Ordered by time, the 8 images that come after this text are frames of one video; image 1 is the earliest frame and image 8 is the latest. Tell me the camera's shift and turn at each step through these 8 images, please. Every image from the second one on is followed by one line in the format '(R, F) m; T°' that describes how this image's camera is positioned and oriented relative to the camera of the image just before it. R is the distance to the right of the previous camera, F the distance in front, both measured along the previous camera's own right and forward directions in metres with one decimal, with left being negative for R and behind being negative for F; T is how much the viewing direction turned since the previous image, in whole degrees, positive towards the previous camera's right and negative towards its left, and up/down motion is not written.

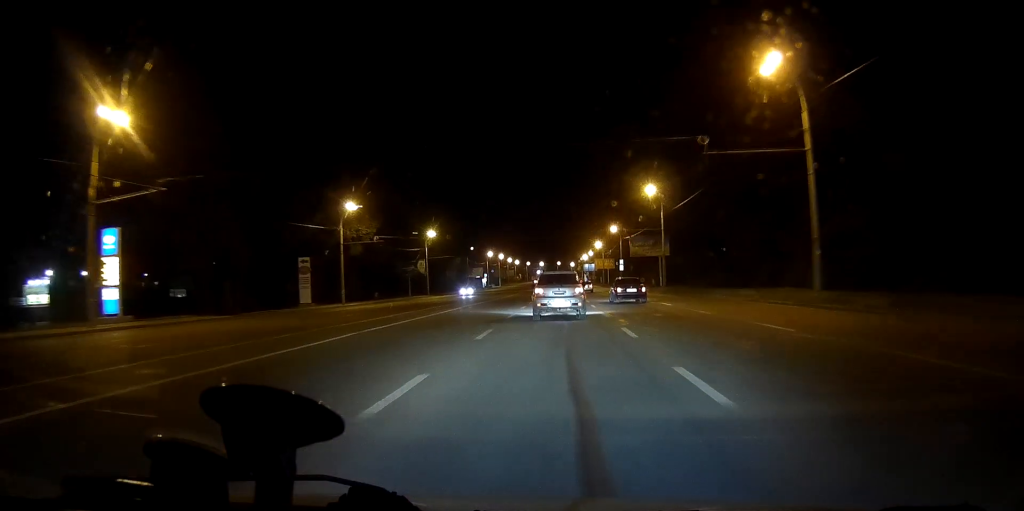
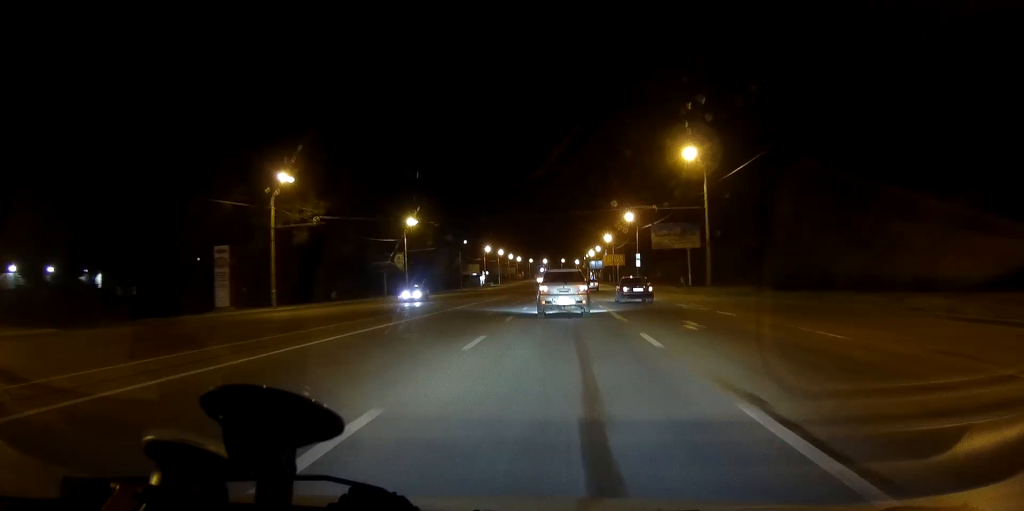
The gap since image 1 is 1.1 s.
(0.0, +21.1) m; 0°
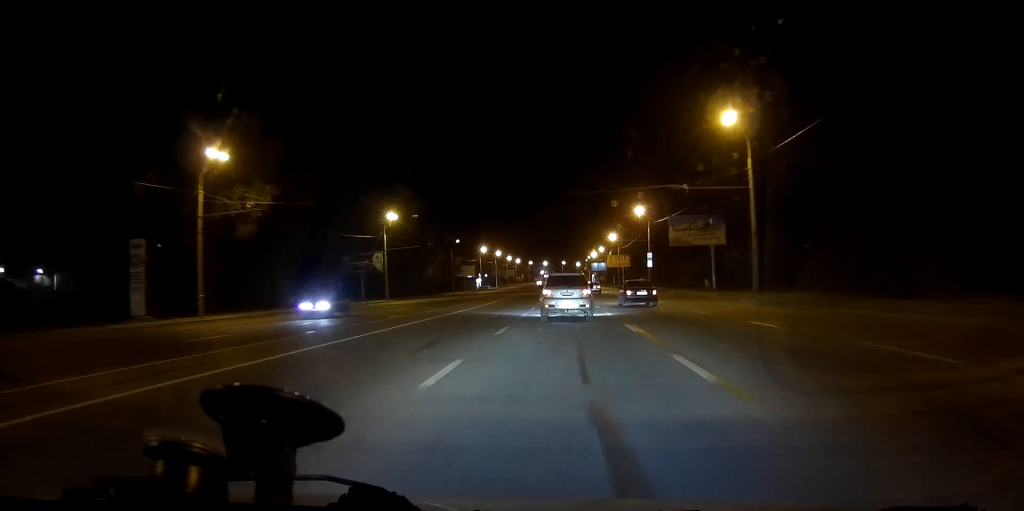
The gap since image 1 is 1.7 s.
(0.0, +13.4) m; 0°
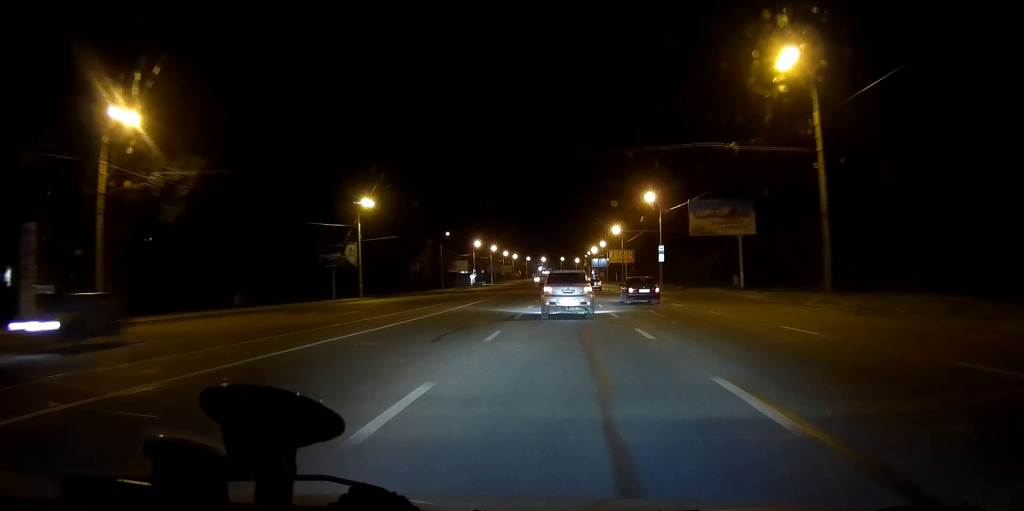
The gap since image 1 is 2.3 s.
(0.0, +12.1) m; 0°
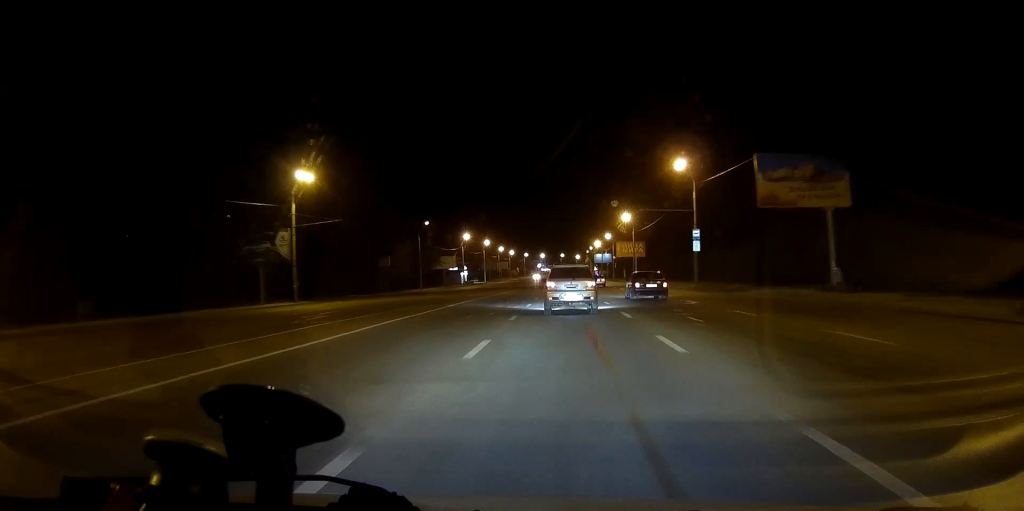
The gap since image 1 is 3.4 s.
(-0.1, +21.6) m; 0°
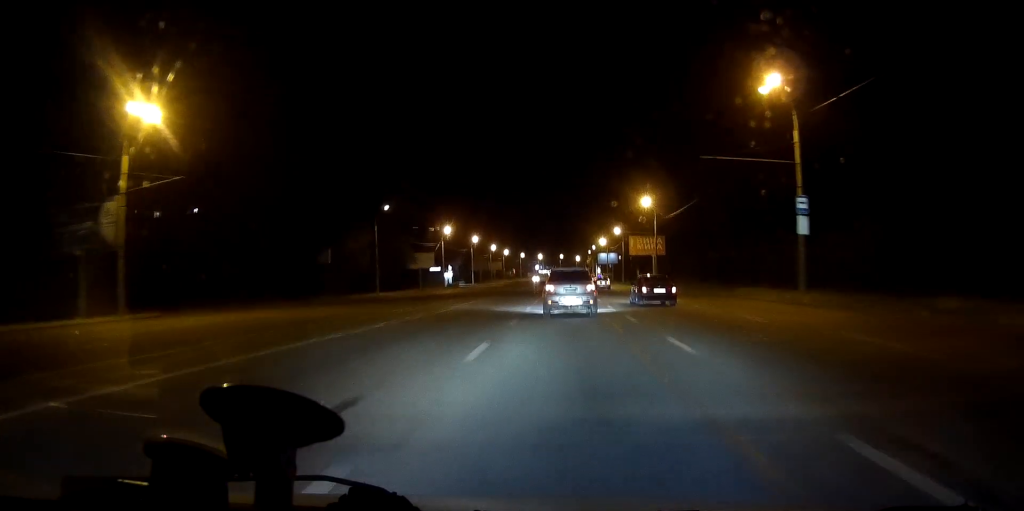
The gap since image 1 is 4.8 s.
(-0.1, +27.8) m; 0°
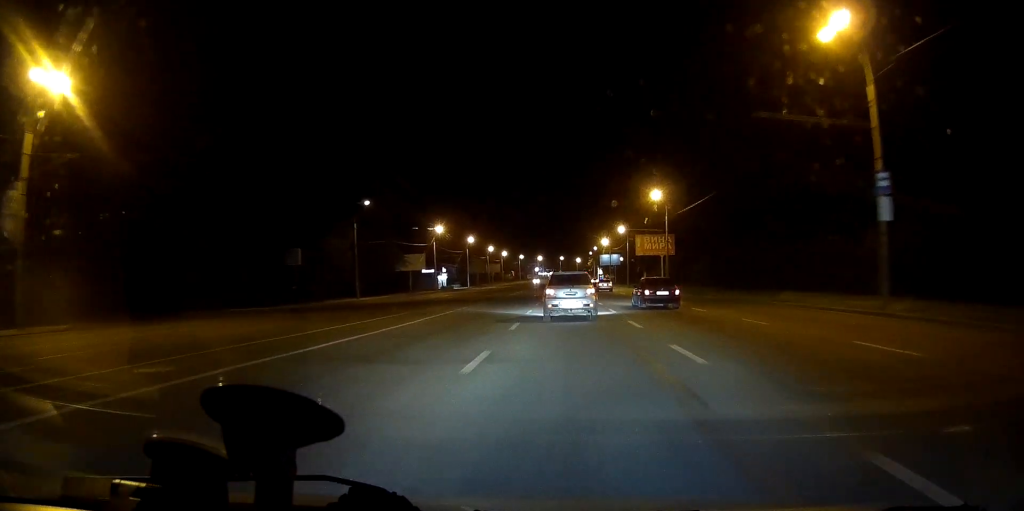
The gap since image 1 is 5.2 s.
(0.0, +9.5) m; 0°
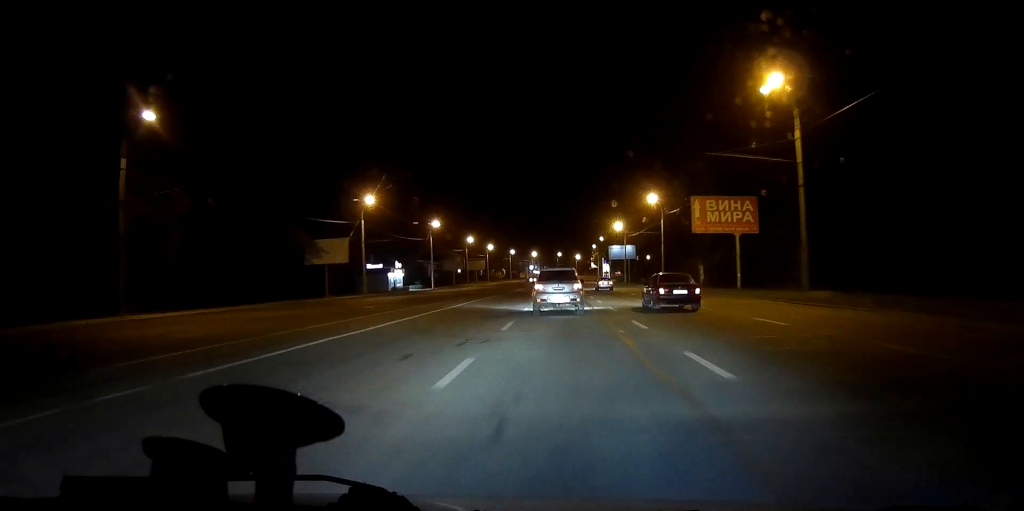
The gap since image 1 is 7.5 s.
(+0.1, +47.0) m; 0°
